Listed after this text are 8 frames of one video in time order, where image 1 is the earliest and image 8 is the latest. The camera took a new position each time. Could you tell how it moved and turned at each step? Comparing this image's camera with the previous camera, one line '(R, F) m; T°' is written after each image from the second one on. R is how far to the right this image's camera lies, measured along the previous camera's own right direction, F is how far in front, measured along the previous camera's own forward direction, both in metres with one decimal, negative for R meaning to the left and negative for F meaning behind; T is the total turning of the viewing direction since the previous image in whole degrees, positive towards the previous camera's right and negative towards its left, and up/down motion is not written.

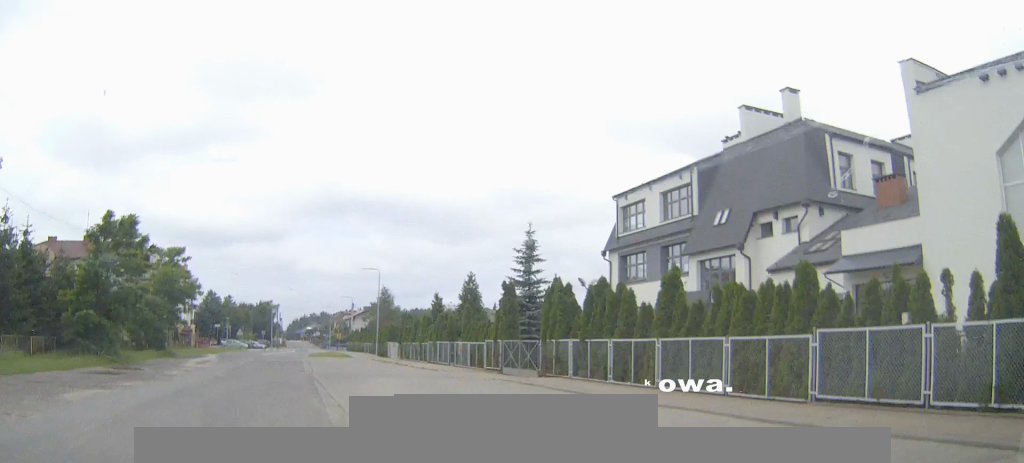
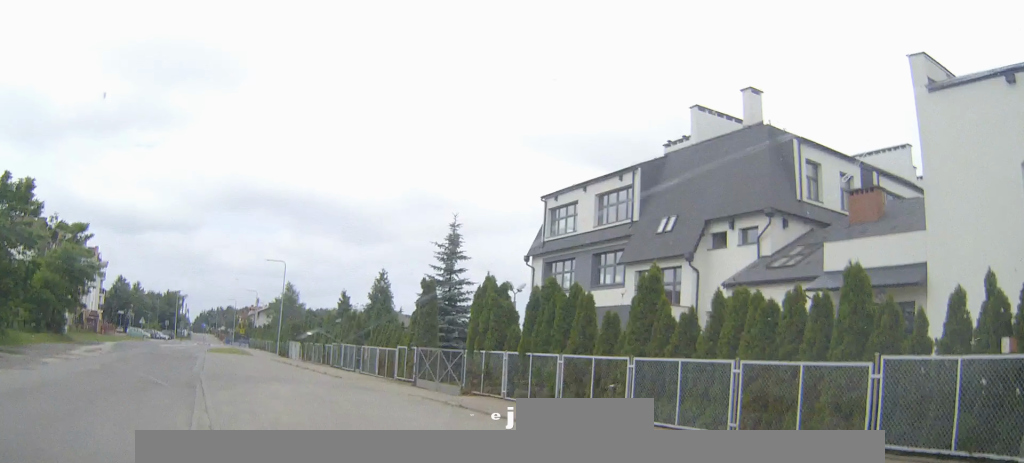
(+0.2, +5.0) m; +6°
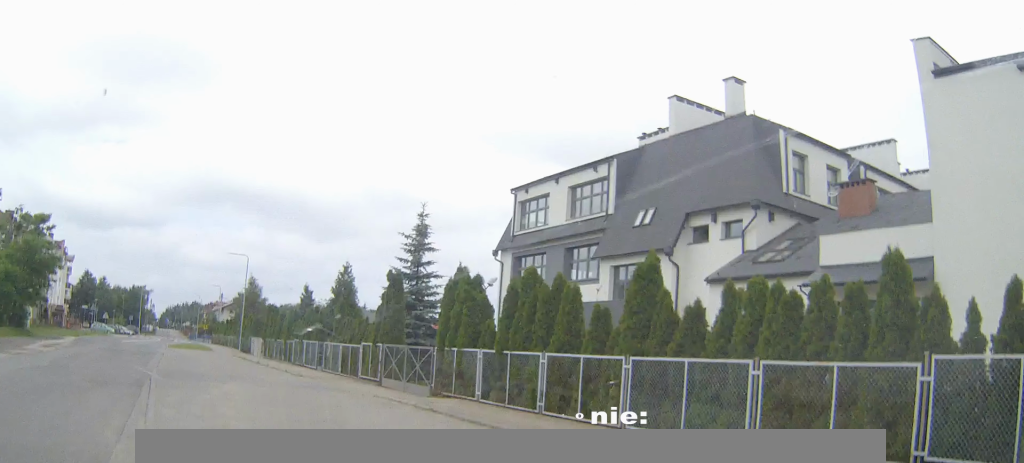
(+0.1, +1.9) m; +2°
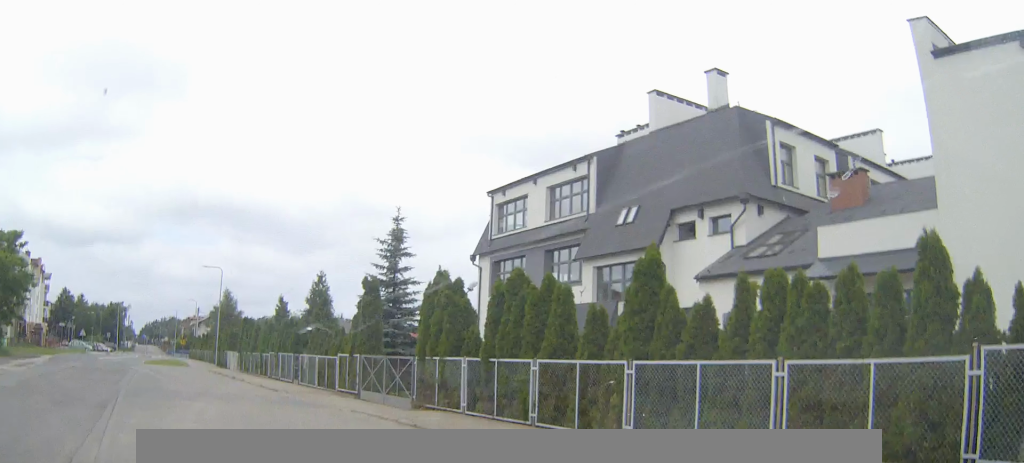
(0.0, +1.4) m; +1°
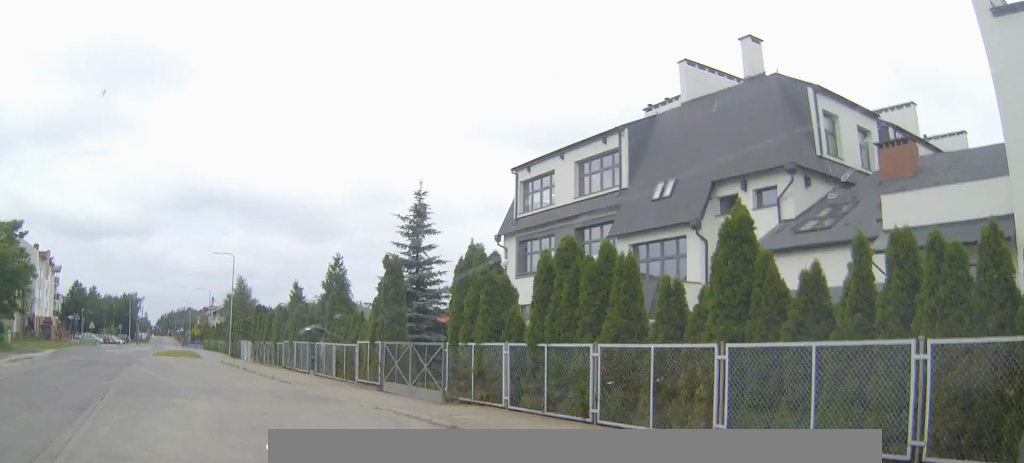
(0.0, +2.5) m; -2°
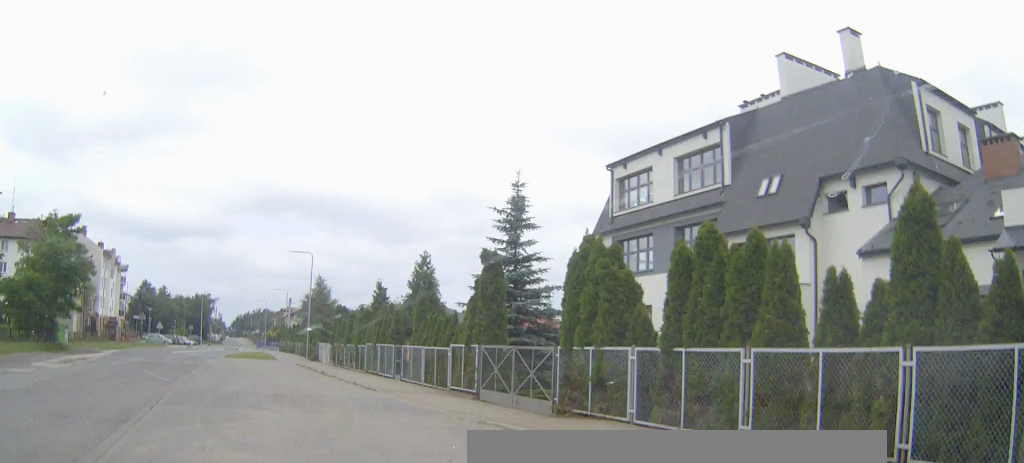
(-0.1, +2.1) m; -6°
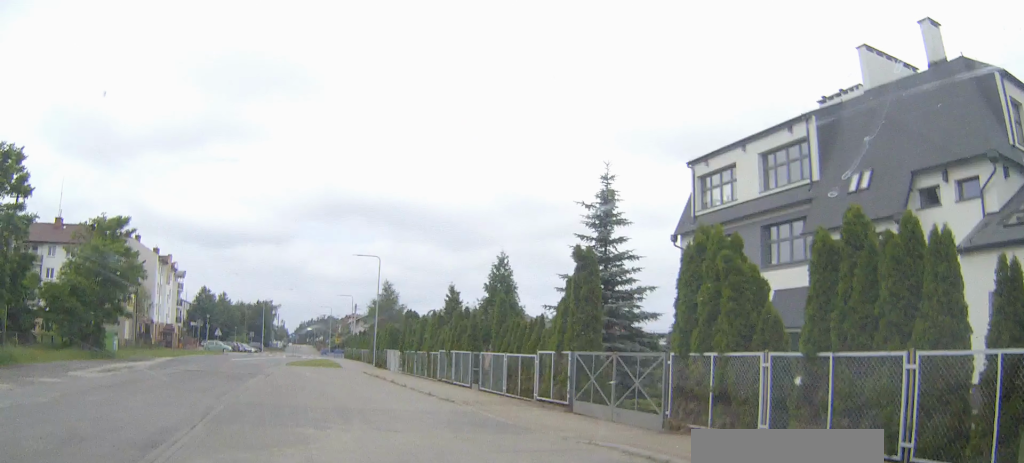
(-0.2, +2.6) m; -8°
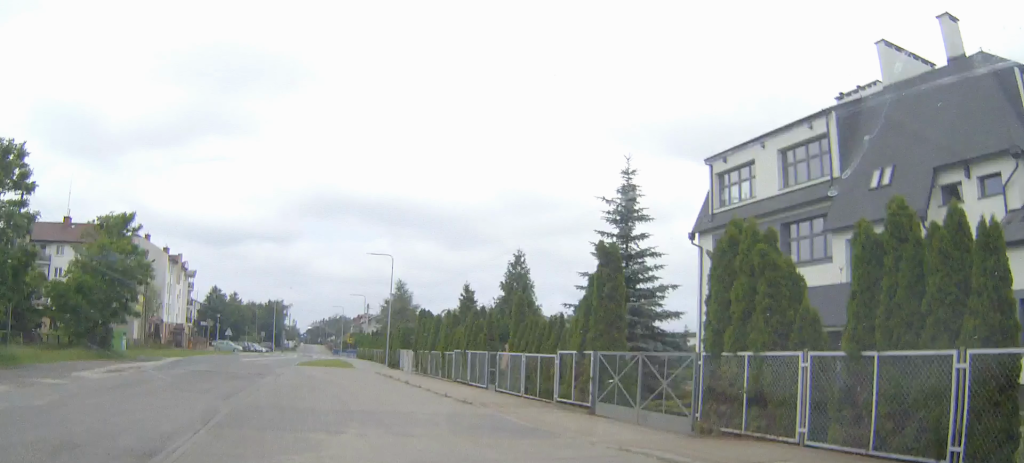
(-0.1, +1.3) m; -1°
